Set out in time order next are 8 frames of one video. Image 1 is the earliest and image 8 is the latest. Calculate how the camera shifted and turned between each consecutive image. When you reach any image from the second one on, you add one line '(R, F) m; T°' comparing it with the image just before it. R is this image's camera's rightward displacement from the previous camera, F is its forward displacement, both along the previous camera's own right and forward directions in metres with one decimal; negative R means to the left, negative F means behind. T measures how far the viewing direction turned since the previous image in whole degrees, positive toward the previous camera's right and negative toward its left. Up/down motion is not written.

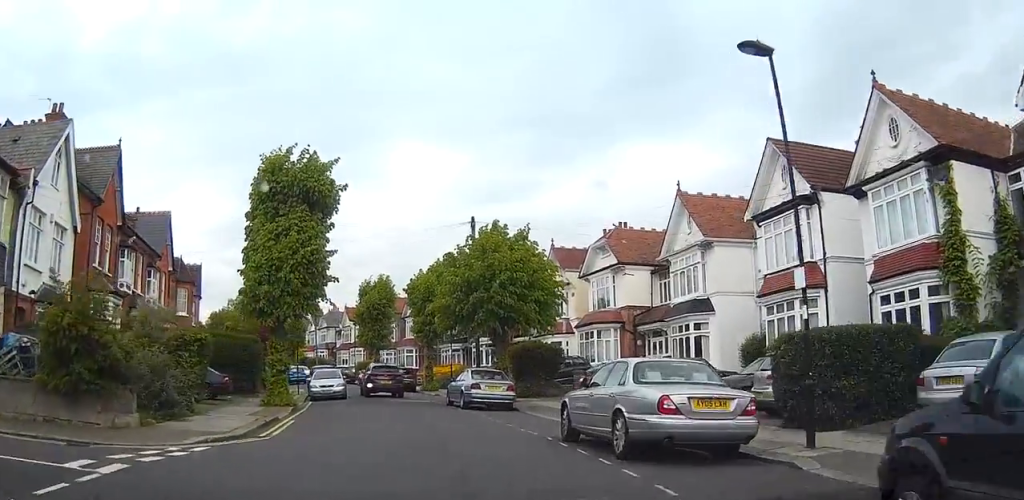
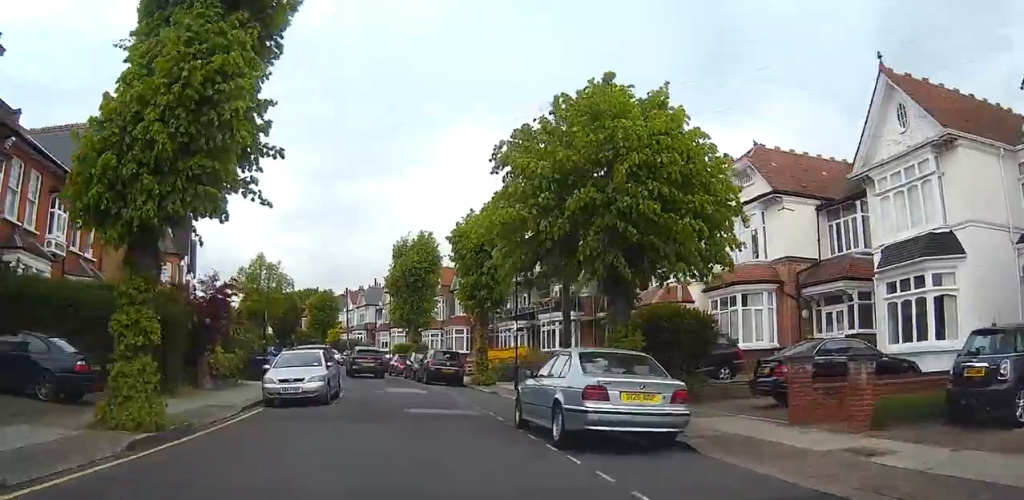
(+0.1, +14.4) m; 0°
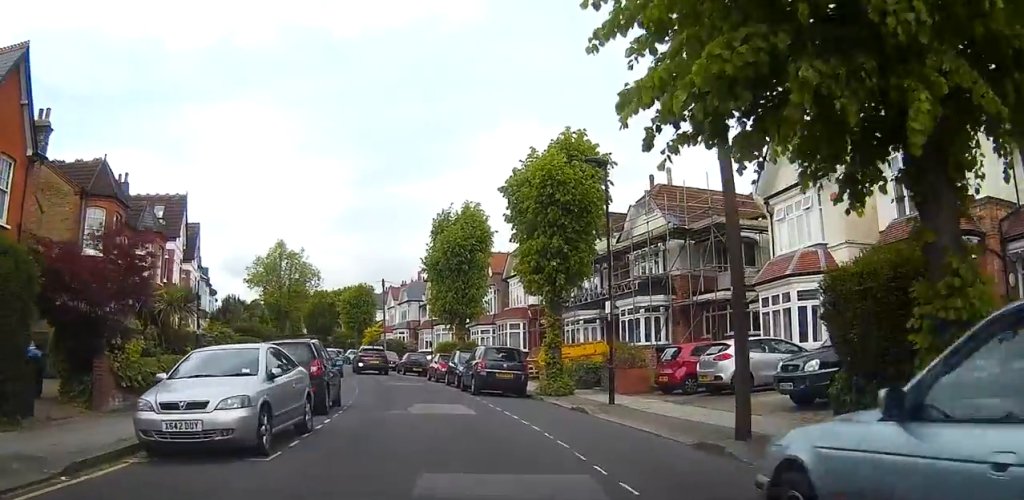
(-0.2, +9.7) m; -3°
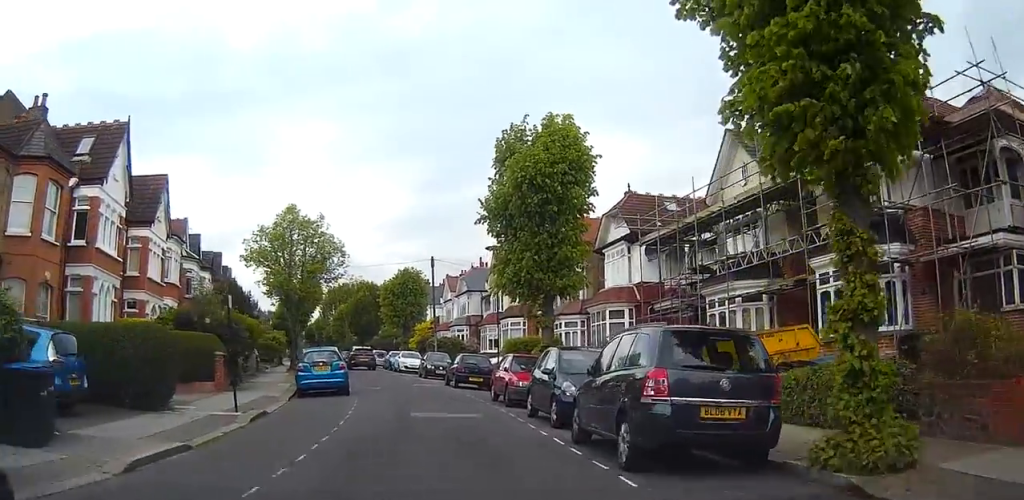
(-0.7, +16.6) m; -3°
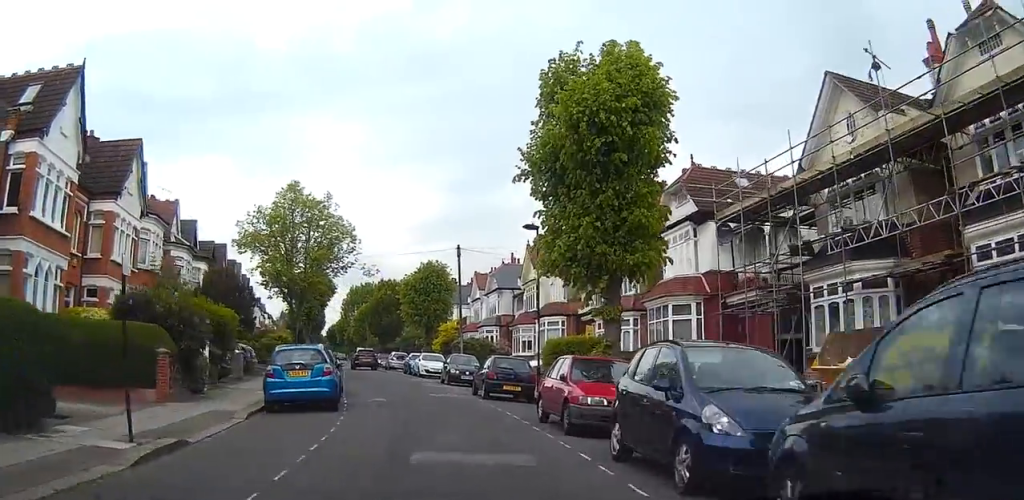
(0.0, +6.9) m; 0°
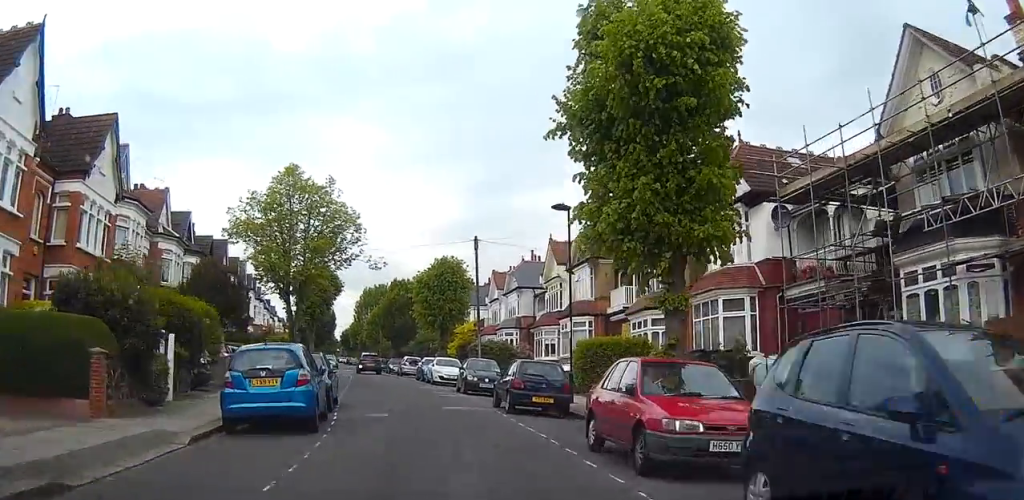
(0.0, +4.4) m; 0°
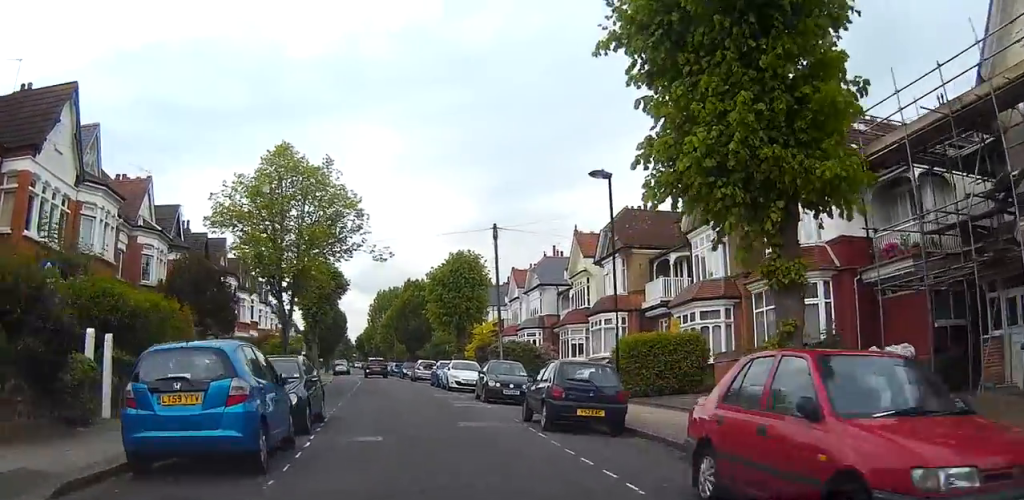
(0.0, +4.7) m; 0°
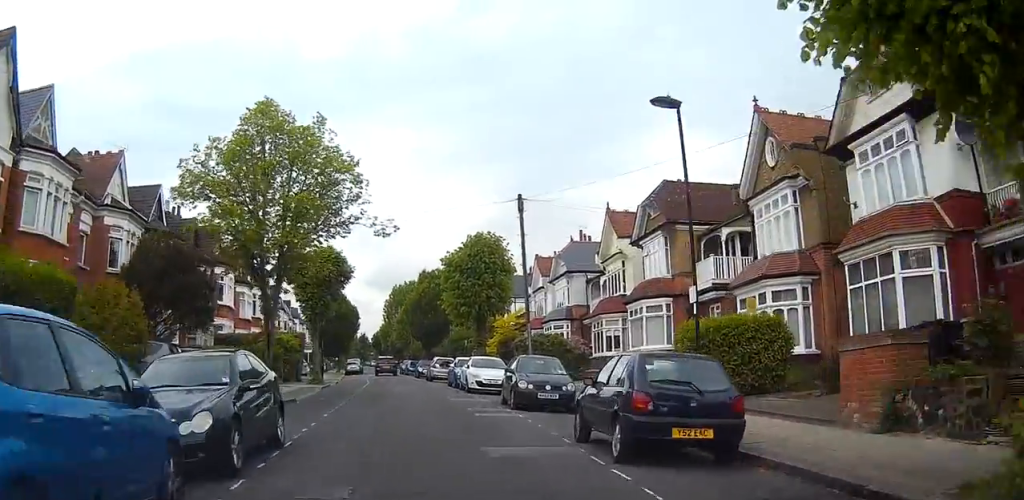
(0.0, +5.6) m; -1°
